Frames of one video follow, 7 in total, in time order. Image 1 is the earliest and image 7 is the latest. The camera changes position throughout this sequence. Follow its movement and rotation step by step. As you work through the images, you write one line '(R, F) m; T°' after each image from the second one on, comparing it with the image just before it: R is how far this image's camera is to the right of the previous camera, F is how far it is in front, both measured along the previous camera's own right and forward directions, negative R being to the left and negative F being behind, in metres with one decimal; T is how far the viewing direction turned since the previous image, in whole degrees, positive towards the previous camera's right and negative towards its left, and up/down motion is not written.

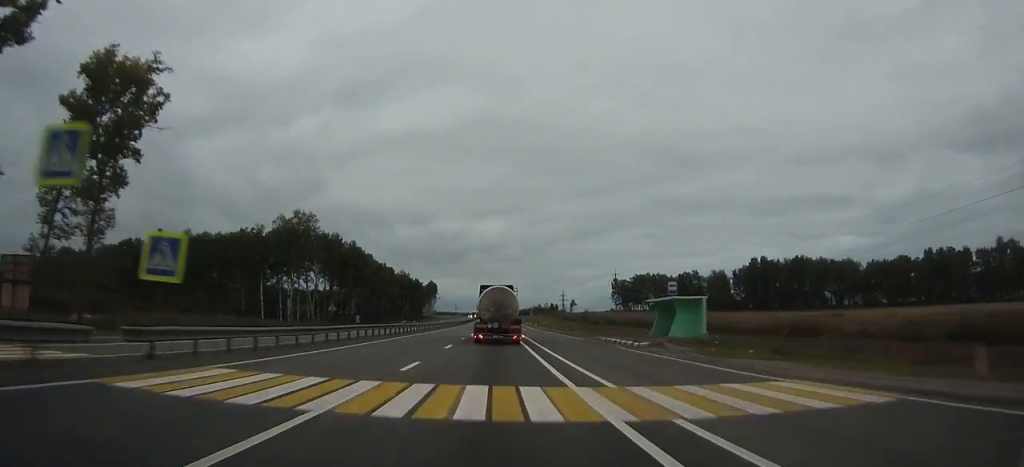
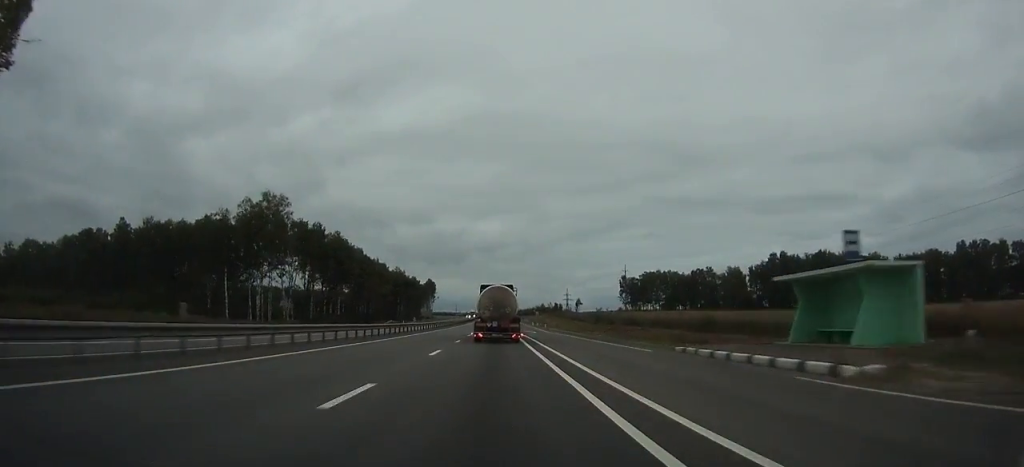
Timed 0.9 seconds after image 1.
(0.0, +18.6) m; 0°
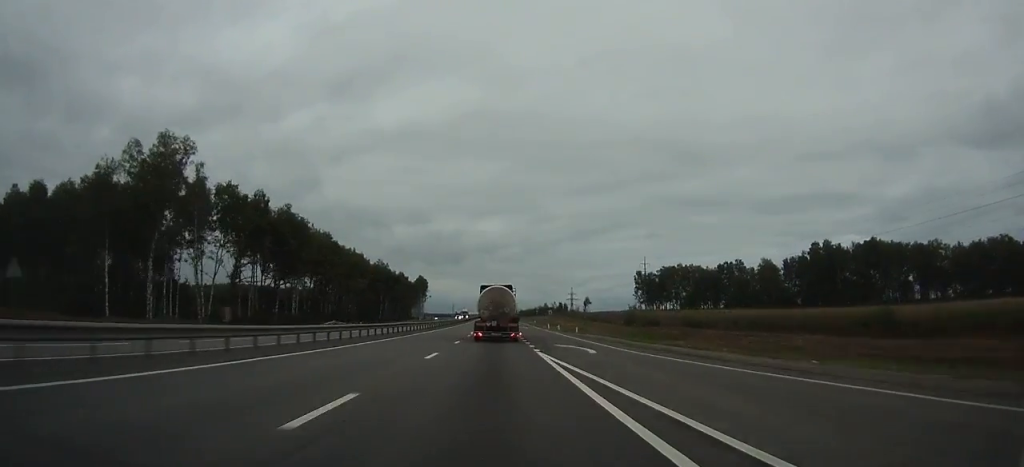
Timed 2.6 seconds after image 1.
(0.0, +37.2) m; 0°
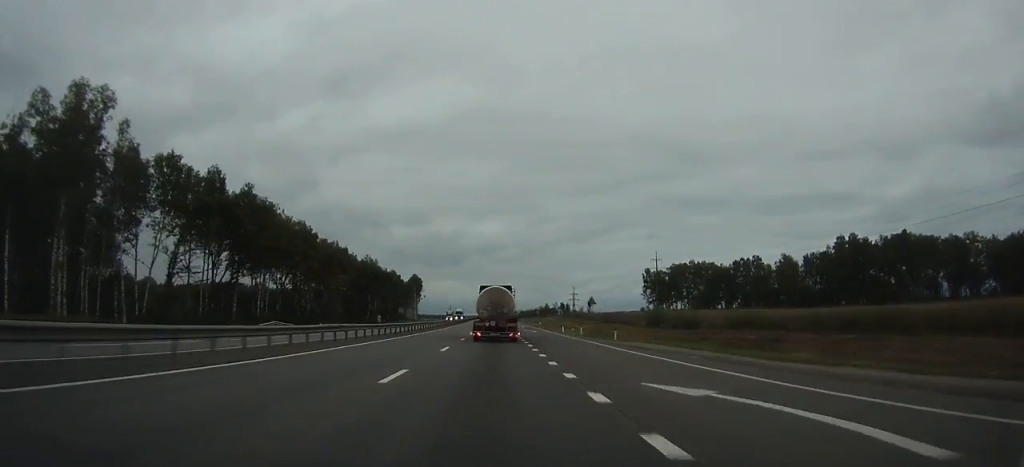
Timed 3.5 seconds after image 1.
(0.0, +18.7) m; 0°
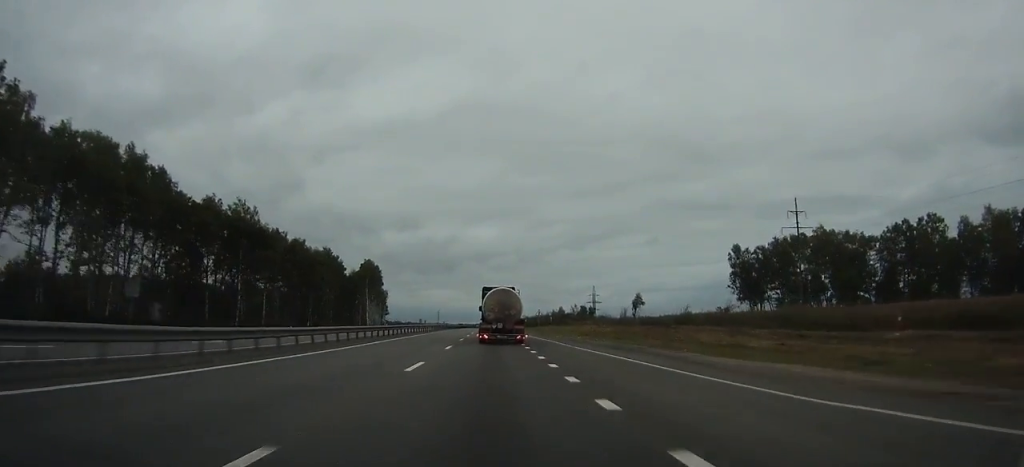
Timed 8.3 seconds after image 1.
(-0.3, +104.2) m; 0°
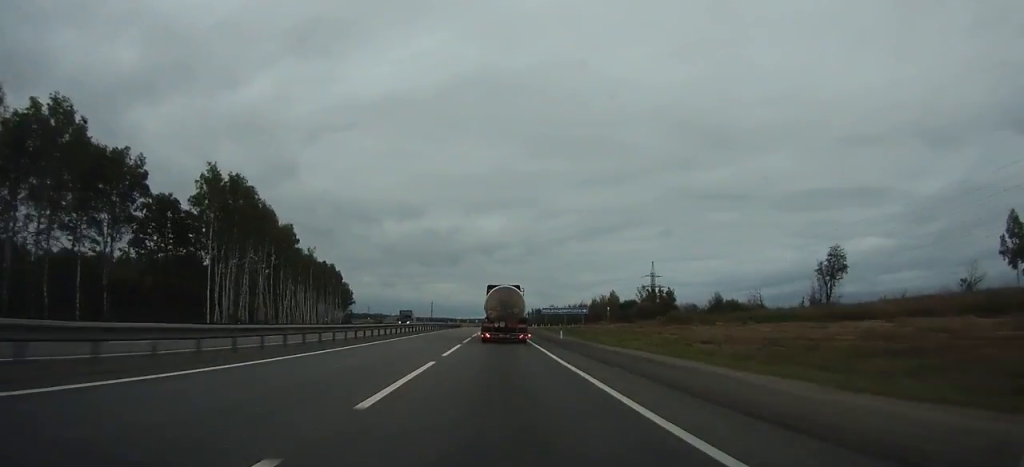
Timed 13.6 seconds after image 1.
(+0.2, +114.8) m; 0°
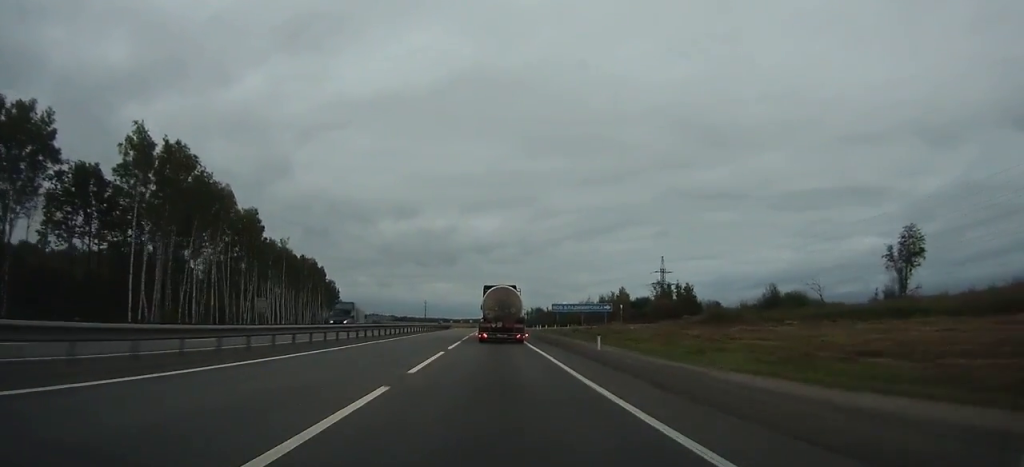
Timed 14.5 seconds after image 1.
(0.0, +18.5) m; 0°
